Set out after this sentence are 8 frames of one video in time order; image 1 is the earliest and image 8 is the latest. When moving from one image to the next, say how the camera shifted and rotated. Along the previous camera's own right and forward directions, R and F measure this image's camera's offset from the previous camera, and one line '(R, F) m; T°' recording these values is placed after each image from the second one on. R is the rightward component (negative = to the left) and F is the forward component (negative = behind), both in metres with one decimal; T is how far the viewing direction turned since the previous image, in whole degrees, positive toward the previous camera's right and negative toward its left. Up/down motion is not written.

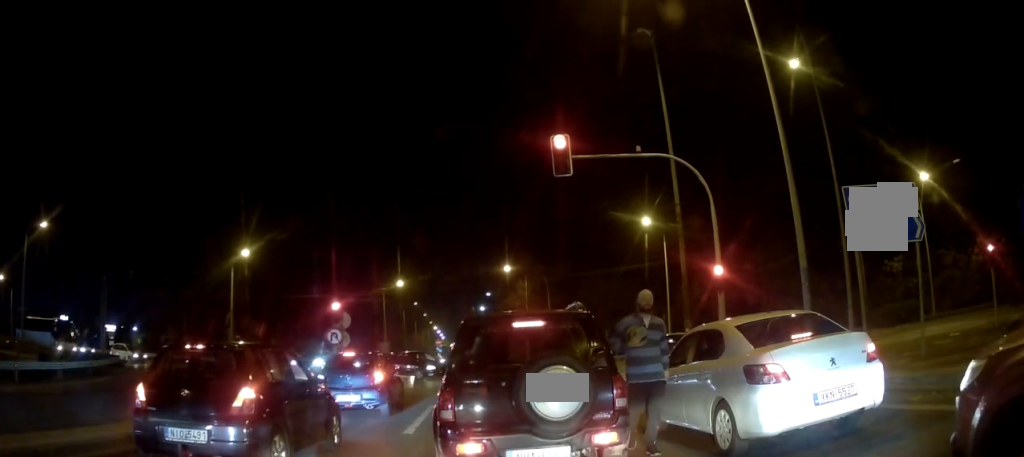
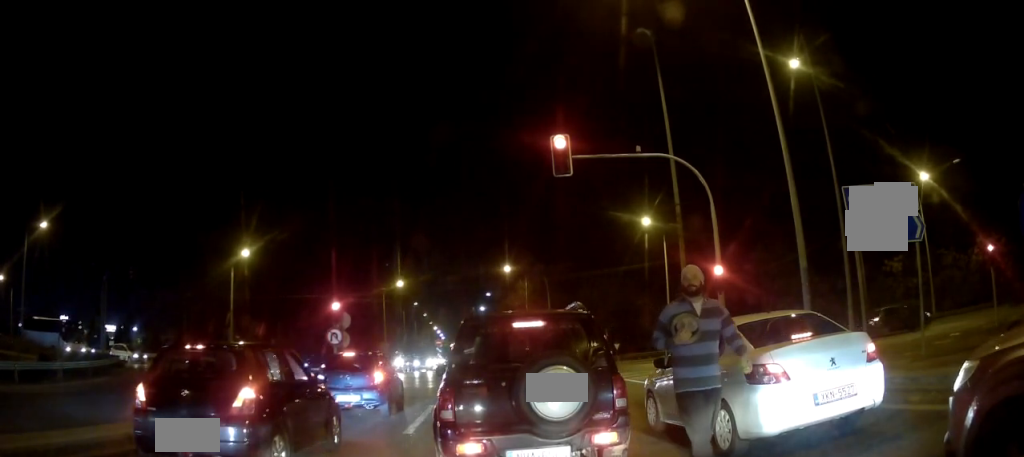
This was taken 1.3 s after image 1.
(0.0, 0.0) m; 0°
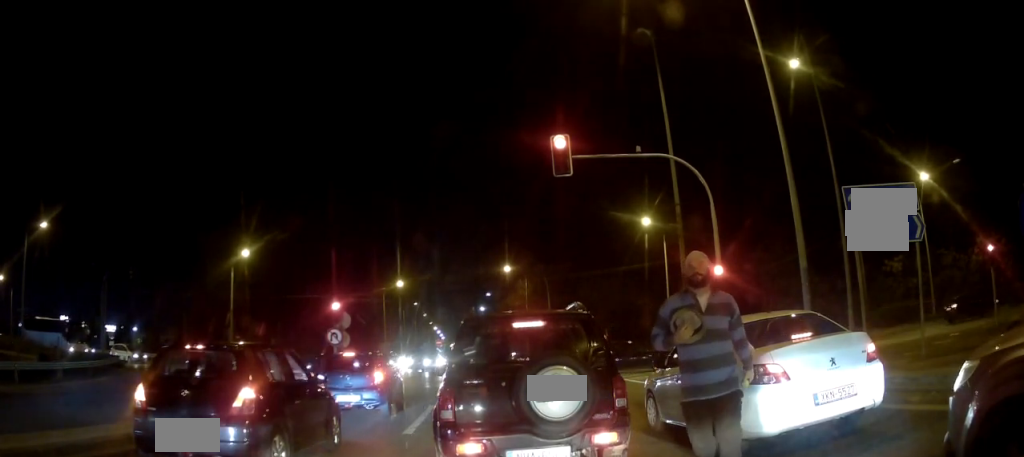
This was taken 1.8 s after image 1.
(0.0, 0.0) m; 0°
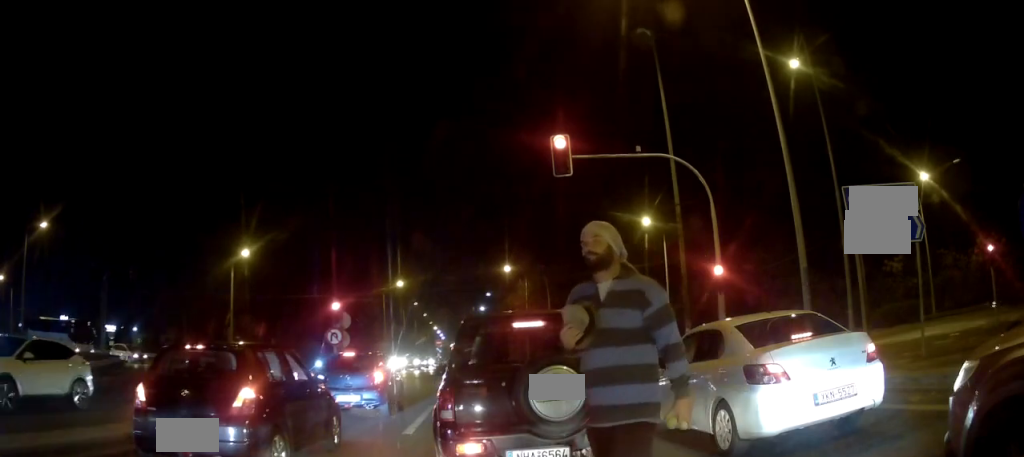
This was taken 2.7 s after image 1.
(0.0, 0.0) m; 0°
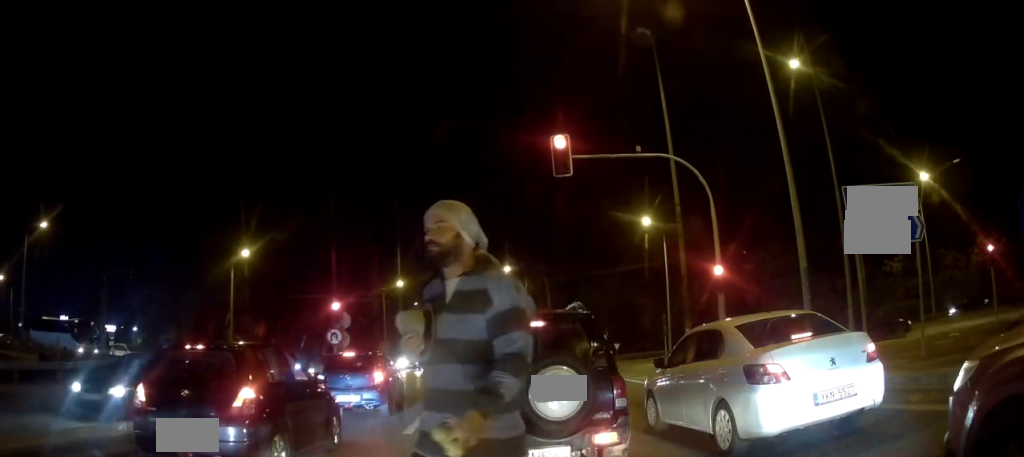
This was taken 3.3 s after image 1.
(0.0, 0.0) m; 0°
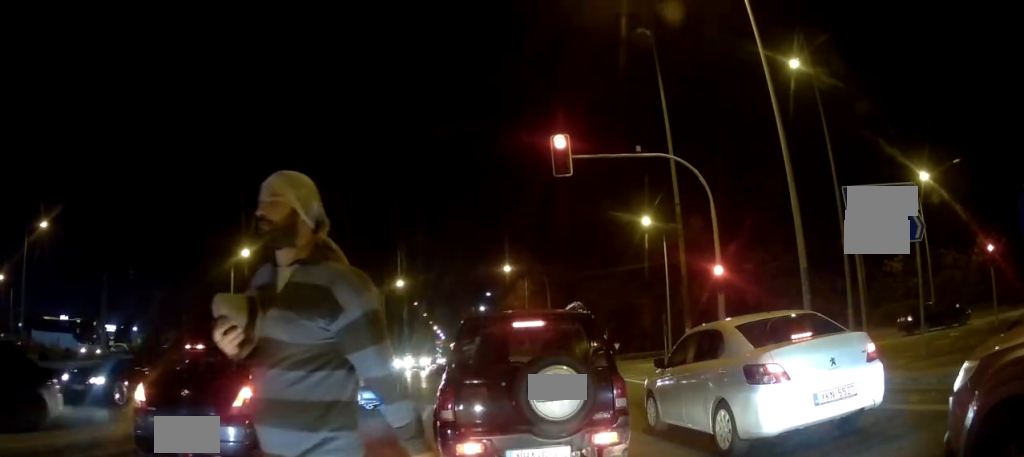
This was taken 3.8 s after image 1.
(0.0, 0.0) m; 0°
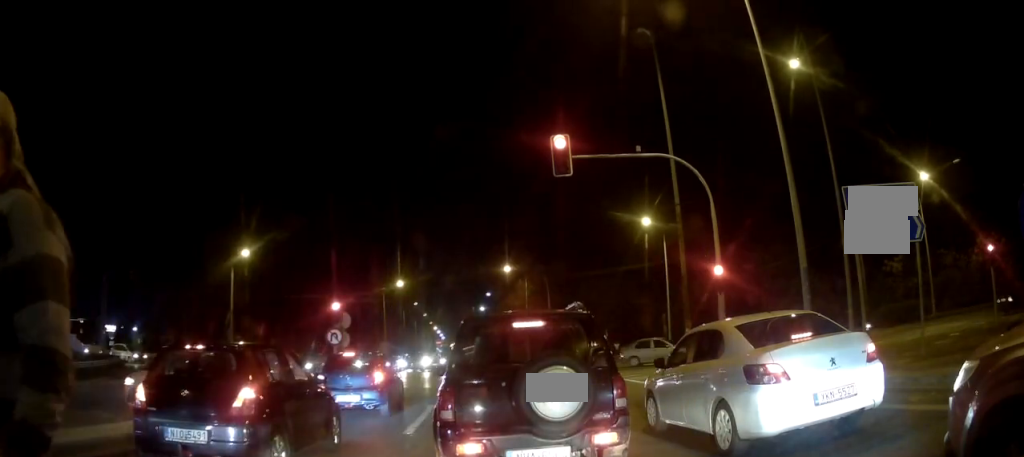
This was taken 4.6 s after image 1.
(0.0, 0.0) m; 0°
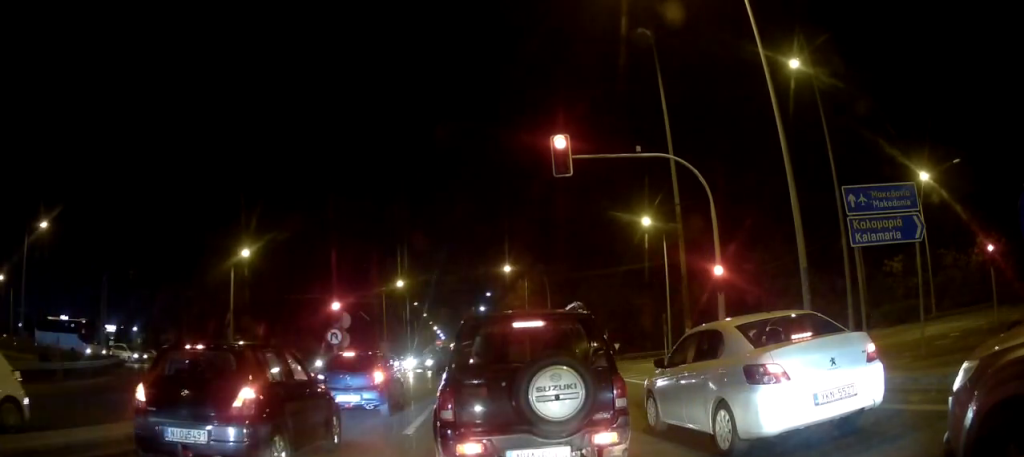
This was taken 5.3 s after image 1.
(0.0, 0.0) m; 0°
